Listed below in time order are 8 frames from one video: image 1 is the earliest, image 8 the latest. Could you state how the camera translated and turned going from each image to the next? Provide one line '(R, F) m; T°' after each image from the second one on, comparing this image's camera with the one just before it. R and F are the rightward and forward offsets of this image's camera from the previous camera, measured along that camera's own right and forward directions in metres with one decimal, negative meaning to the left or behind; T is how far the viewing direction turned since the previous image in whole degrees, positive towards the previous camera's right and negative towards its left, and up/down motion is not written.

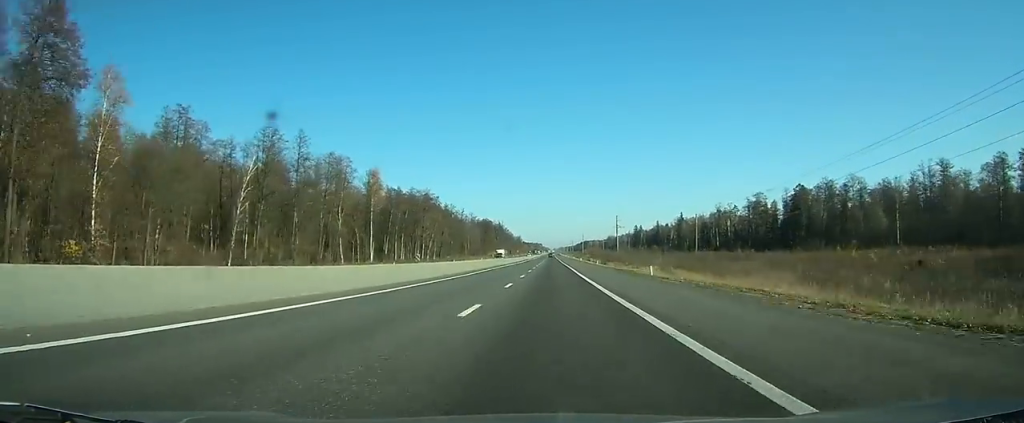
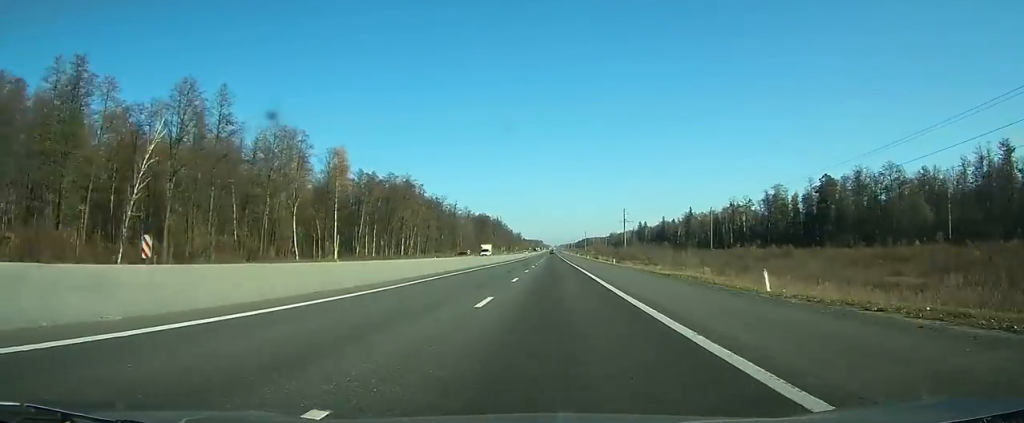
(0.0, +23.3) m; 0°
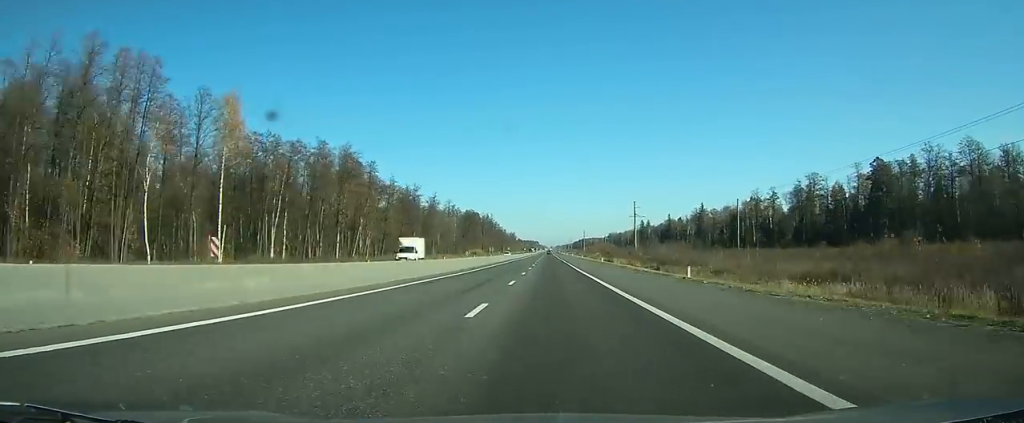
(0.0, +39.5) m; 0°
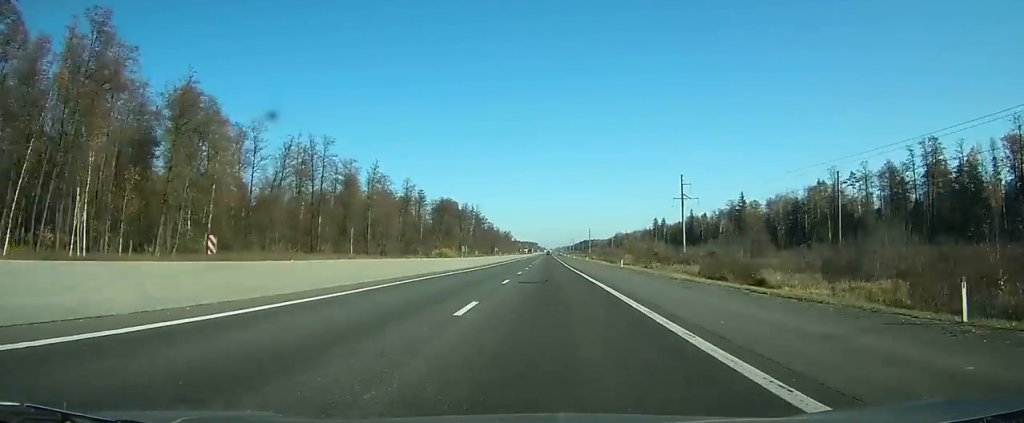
(+0.1, +71.4) m; 0°
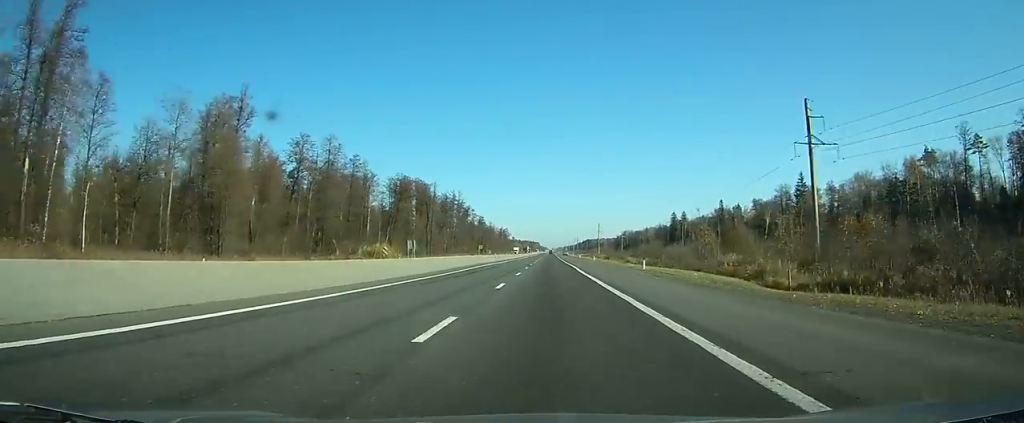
(0.0, +60.6) m; 0°
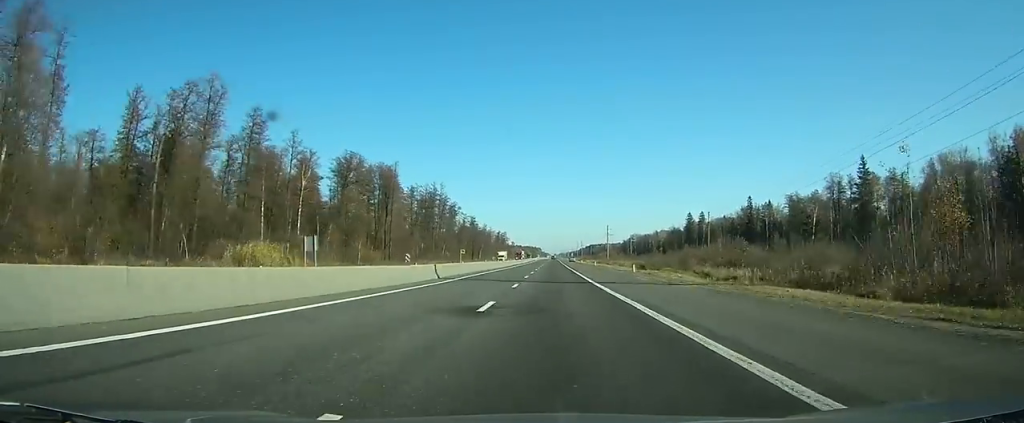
(0.0, +41.1) m; 0°
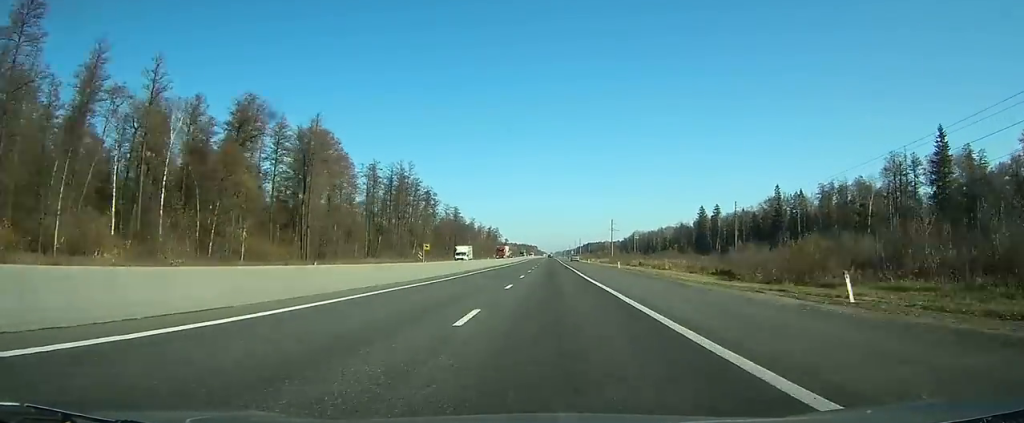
(0.0, +40.3) m; 0°
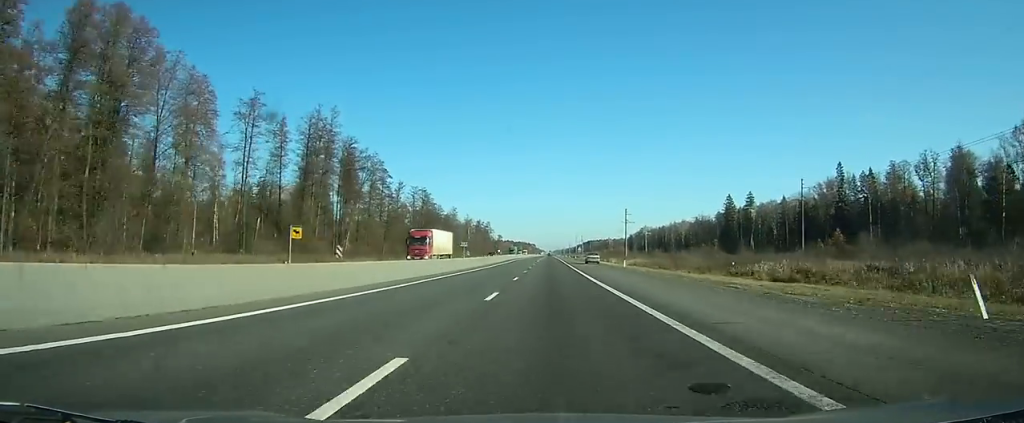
(-0.1, +56.5) m; 0°
